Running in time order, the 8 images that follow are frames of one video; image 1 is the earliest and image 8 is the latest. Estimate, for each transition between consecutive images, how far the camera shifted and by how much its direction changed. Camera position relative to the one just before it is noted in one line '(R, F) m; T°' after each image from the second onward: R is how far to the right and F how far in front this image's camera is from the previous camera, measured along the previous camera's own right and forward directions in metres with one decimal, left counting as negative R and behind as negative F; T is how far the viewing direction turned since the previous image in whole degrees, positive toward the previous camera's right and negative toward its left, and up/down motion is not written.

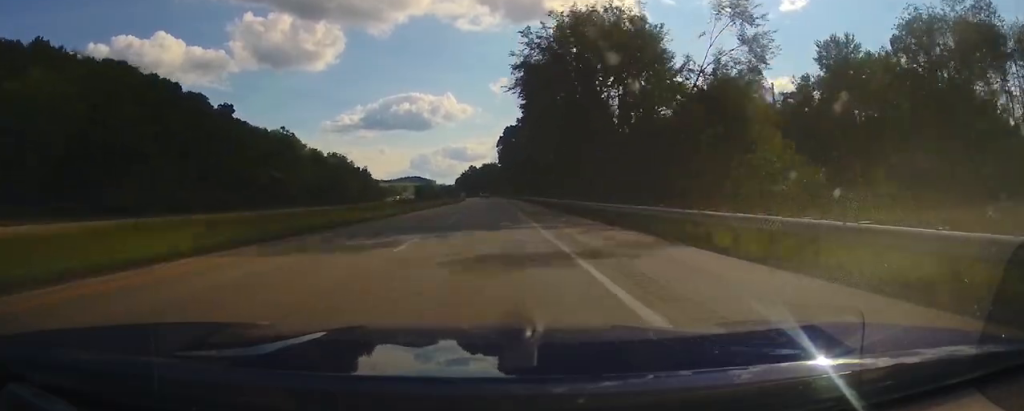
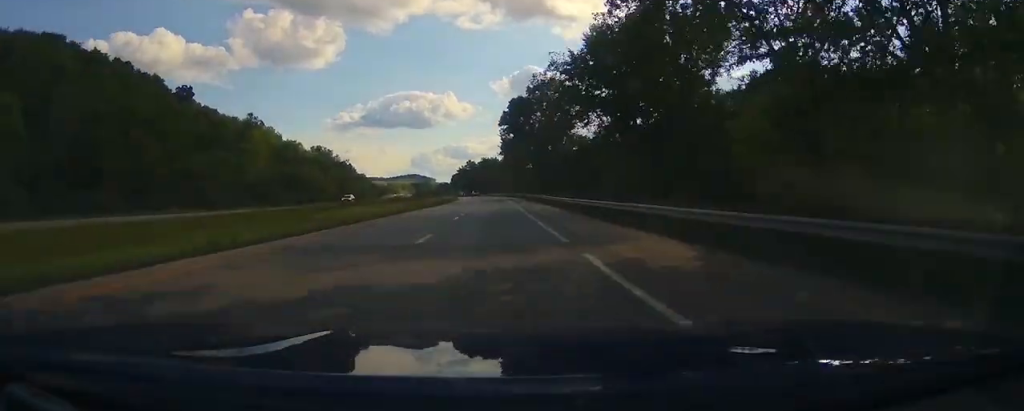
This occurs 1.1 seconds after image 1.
(0.0, +34.8) m; 0°
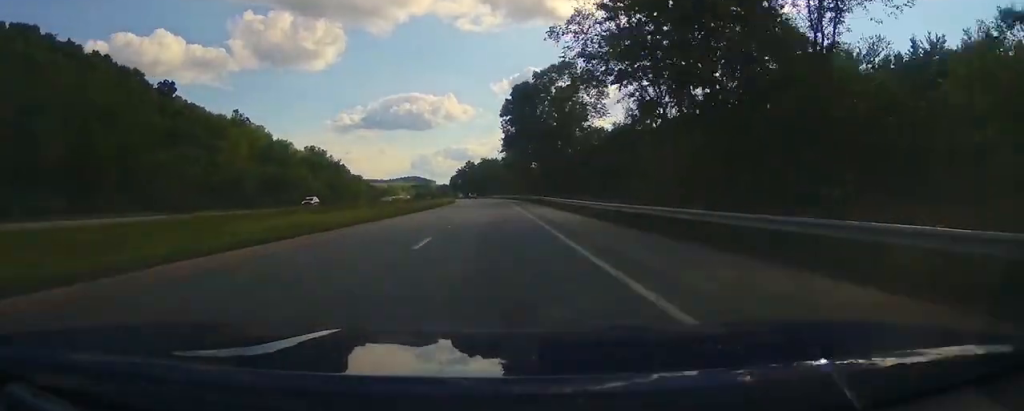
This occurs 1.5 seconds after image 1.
(0.0, +13.1) m; 0°
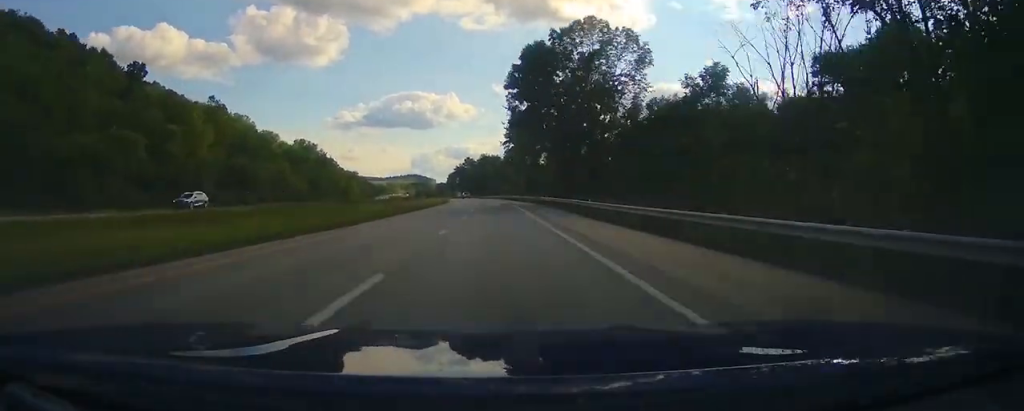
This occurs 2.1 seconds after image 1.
(0.0, +19.7) m; 0°
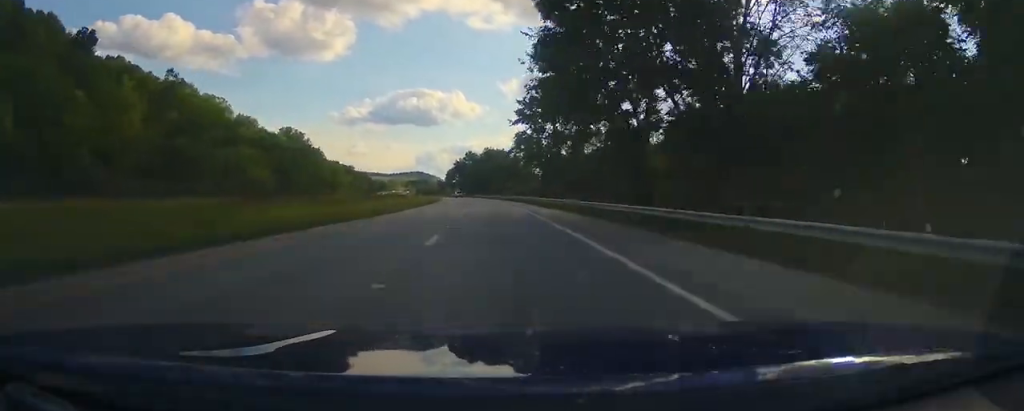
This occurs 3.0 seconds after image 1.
(0.0, +29.7) m; 0°
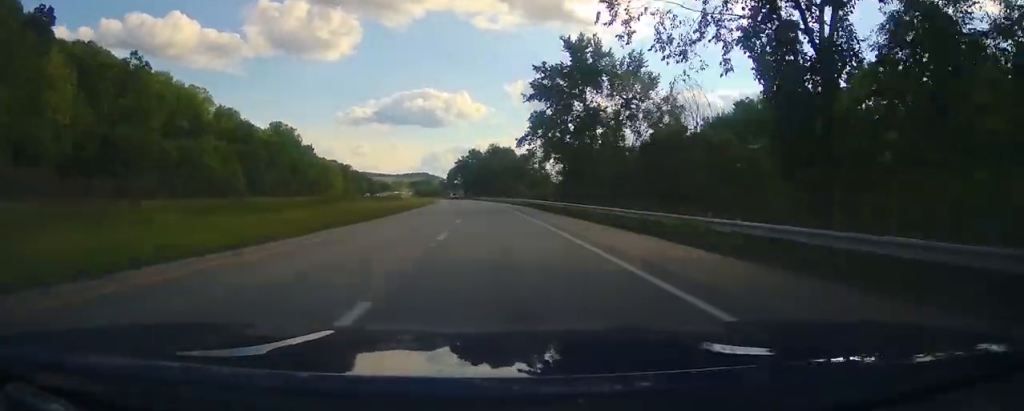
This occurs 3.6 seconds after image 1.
(0.0, +21.0) m; 0°
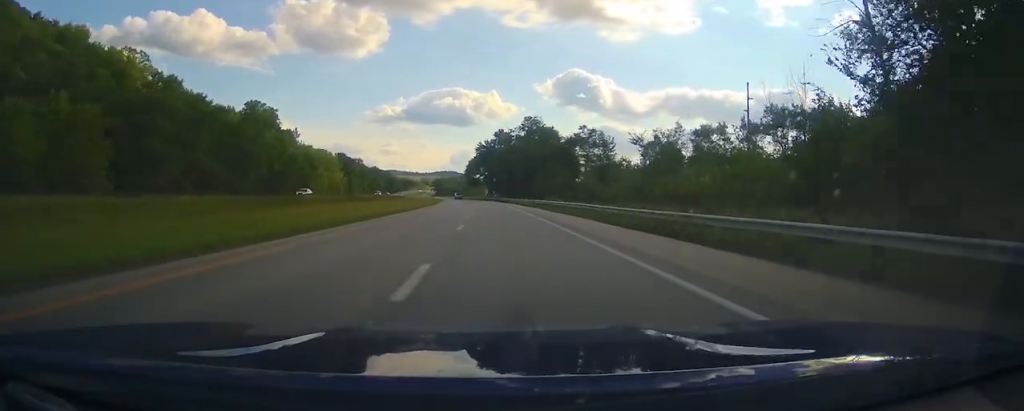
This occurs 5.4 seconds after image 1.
(0.0, +58.6) m; 0°
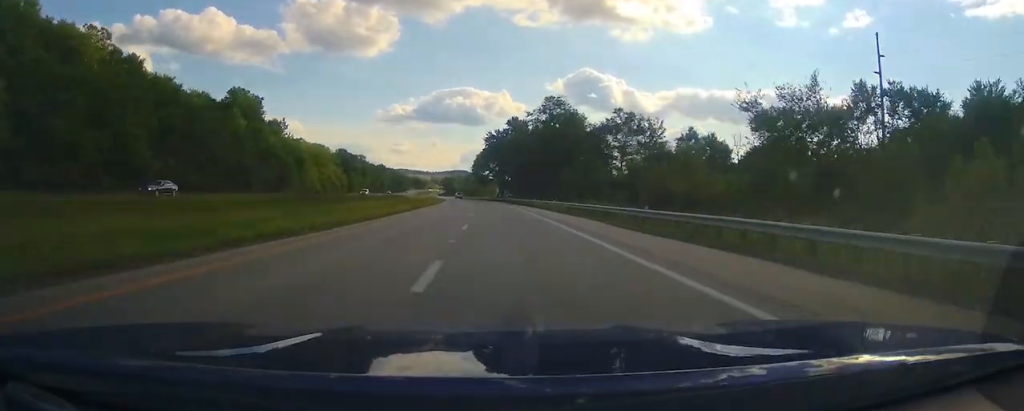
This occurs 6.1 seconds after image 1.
(0.0, +24.5) m; -1°
